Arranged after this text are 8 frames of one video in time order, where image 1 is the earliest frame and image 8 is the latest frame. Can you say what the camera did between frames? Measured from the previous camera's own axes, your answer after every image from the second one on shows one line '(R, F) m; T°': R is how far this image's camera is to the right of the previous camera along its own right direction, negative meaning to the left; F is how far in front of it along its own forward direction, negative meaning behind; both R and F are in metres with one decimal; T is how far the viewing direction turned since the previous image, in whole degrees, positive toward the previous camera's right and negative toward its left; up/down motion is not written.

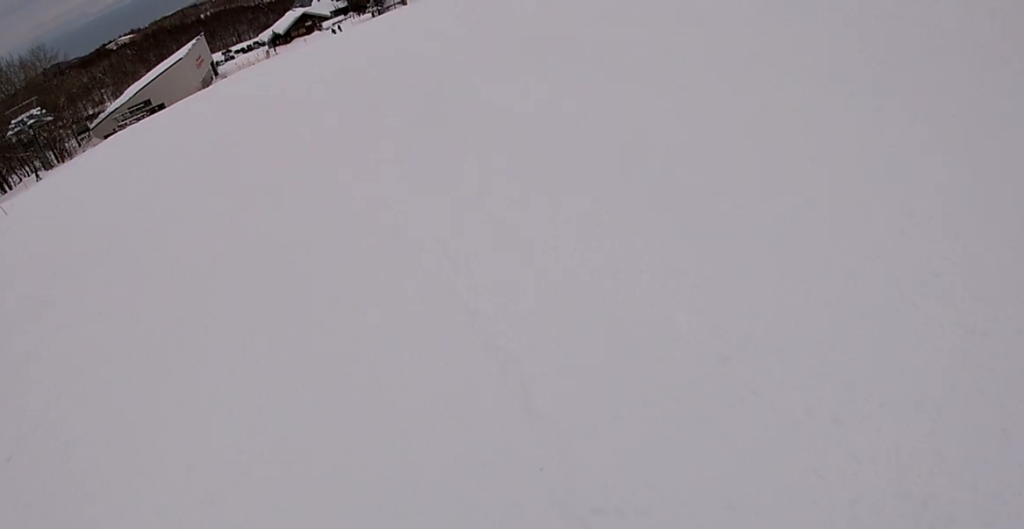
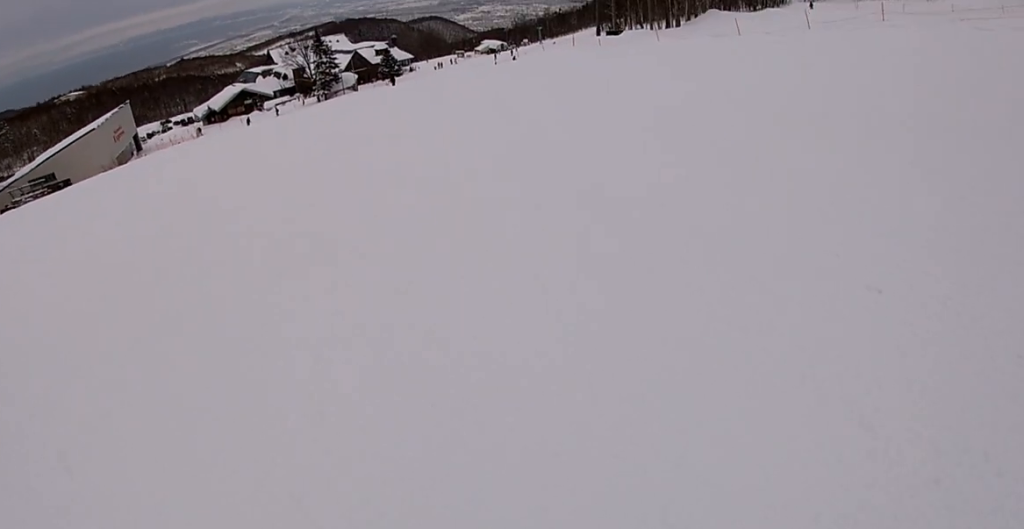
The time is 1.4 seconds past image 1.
(+4.0, +16.6) m; +16°
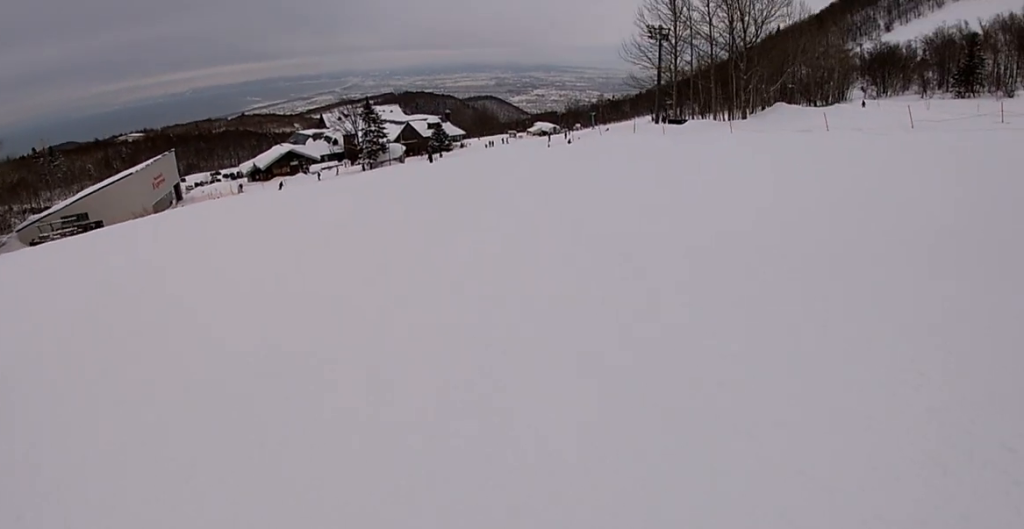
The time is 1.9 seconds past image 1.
(-0.4, +5.8) m; 0°
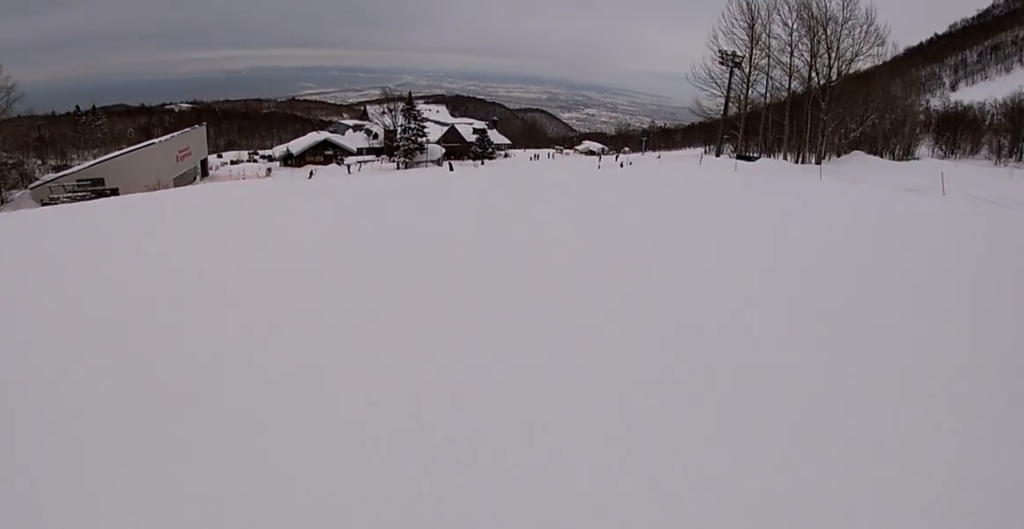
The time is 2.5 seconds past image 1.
(-0.4, +6.8) m; 0°
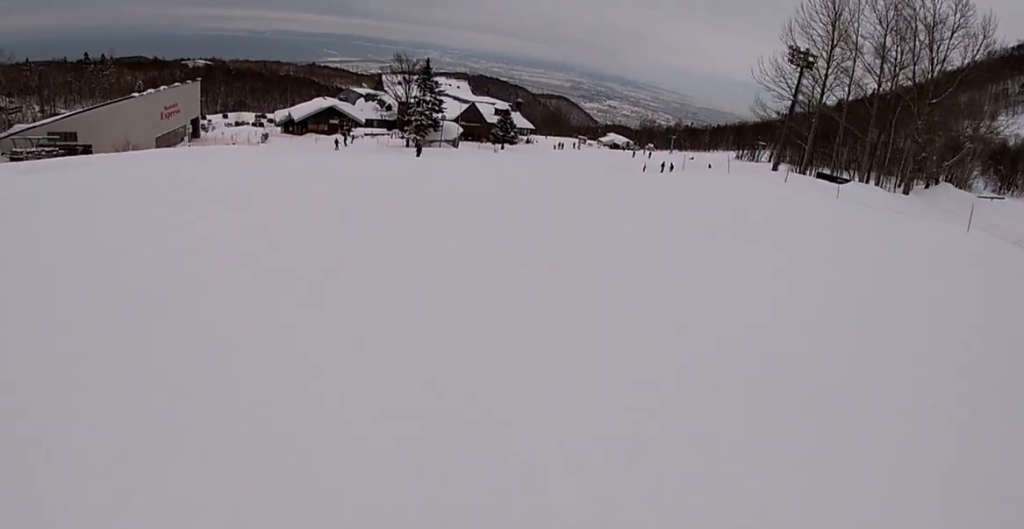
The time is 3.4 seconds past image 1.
(+0.8, +11.2) m; -5°
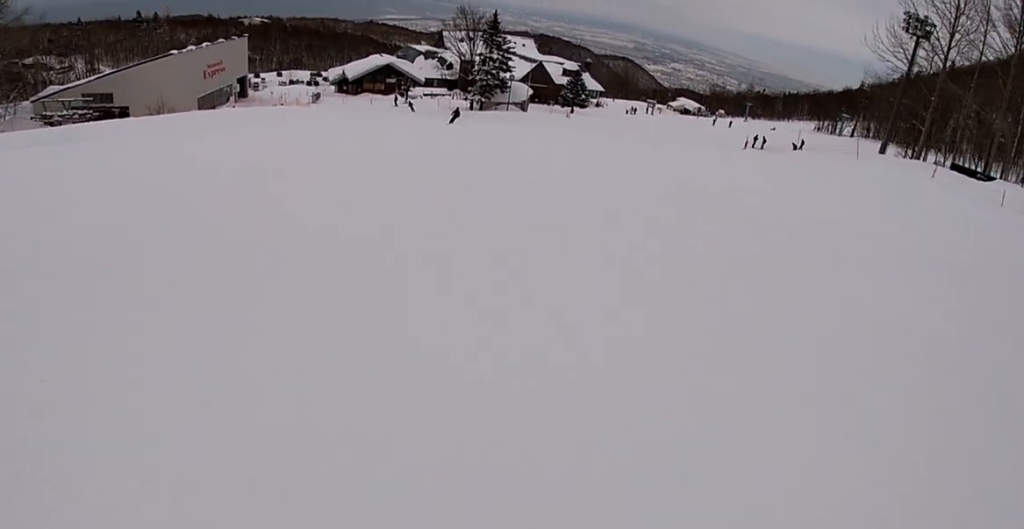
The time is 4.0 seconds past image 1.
(-1.1, +6.9) m; -8°
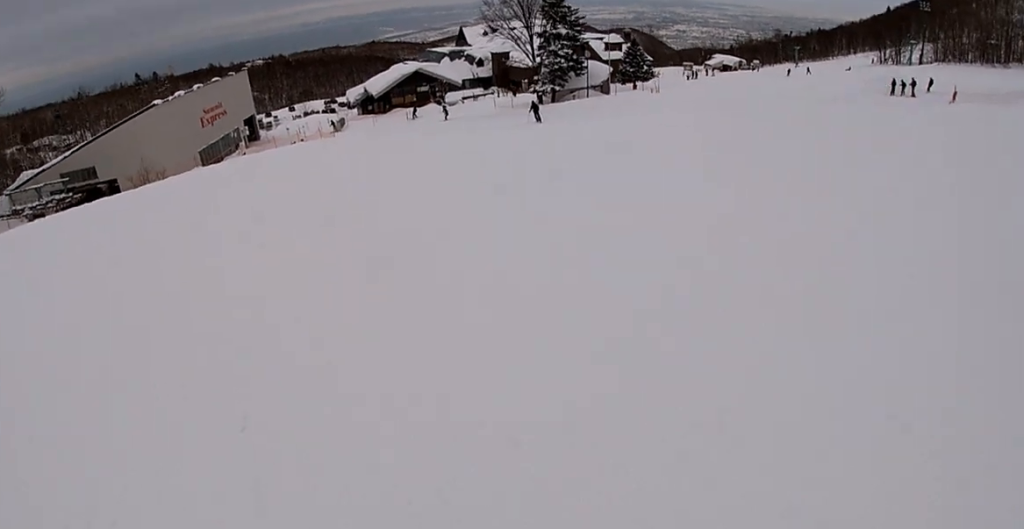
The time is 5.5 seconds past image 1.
(-2.2, +16.8) m; -9°
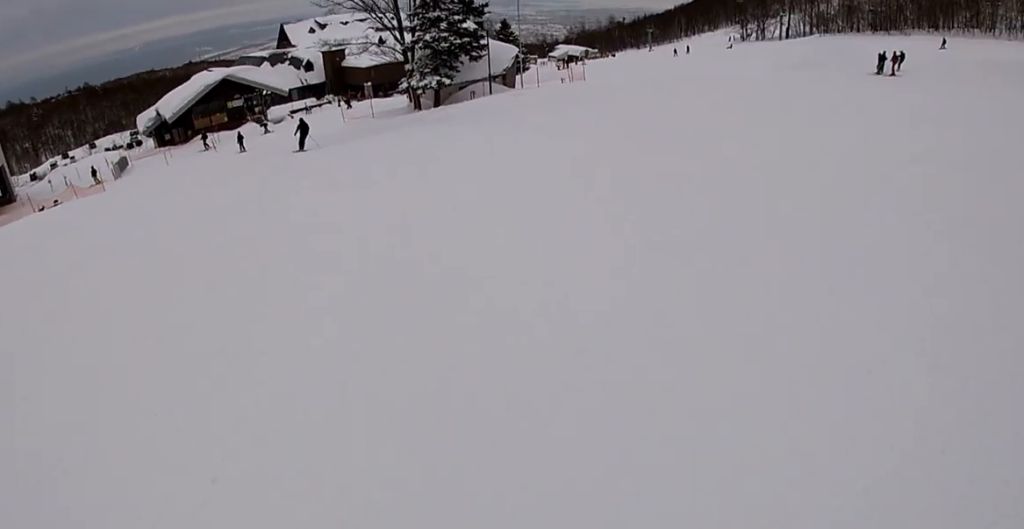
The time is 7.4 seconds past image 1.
(+2.1, +22.2) m; +18°
